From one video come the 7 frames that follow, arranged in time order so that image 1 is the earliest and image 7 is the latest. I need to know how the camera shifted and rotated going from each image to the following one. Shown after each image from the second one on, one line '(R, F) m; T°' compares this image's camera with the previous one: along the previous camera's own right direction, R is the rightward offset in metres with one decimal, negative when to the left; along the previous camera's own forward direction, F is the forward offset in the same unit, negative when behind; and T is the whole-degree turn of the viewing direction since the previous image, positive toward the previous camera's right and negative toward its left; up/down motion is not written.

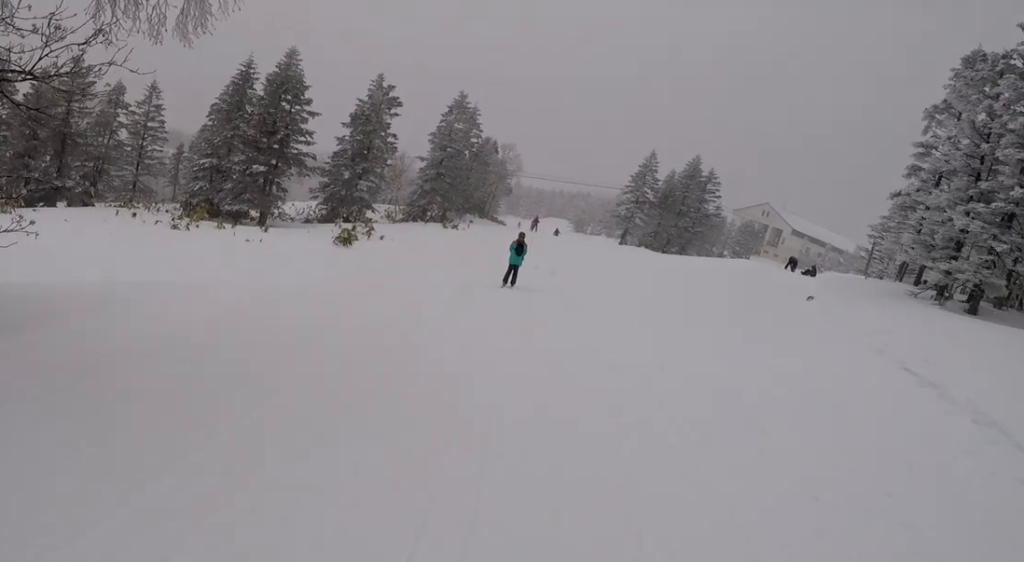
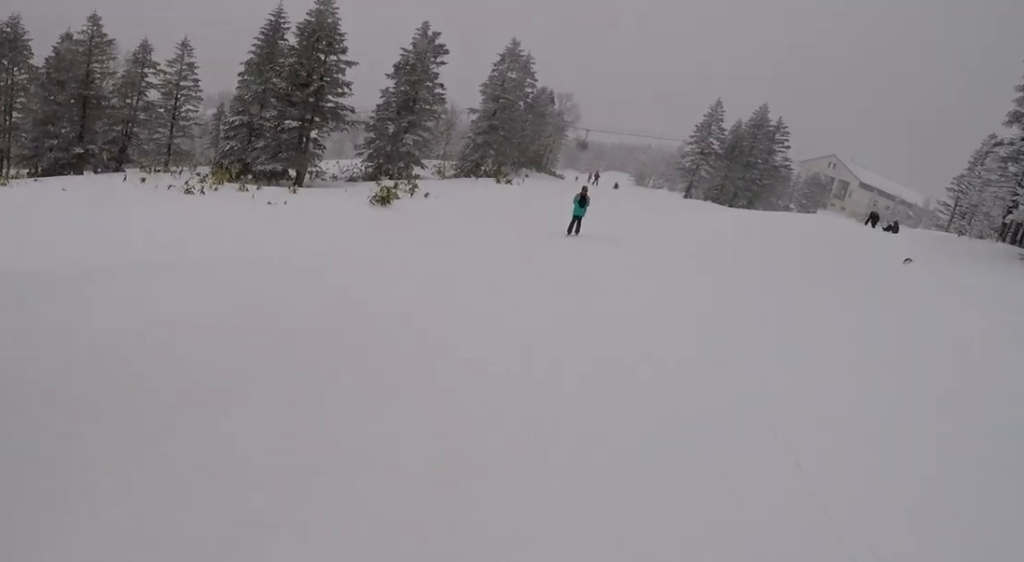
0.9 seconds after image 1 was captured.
(-0.5, +2.7) m; -3°
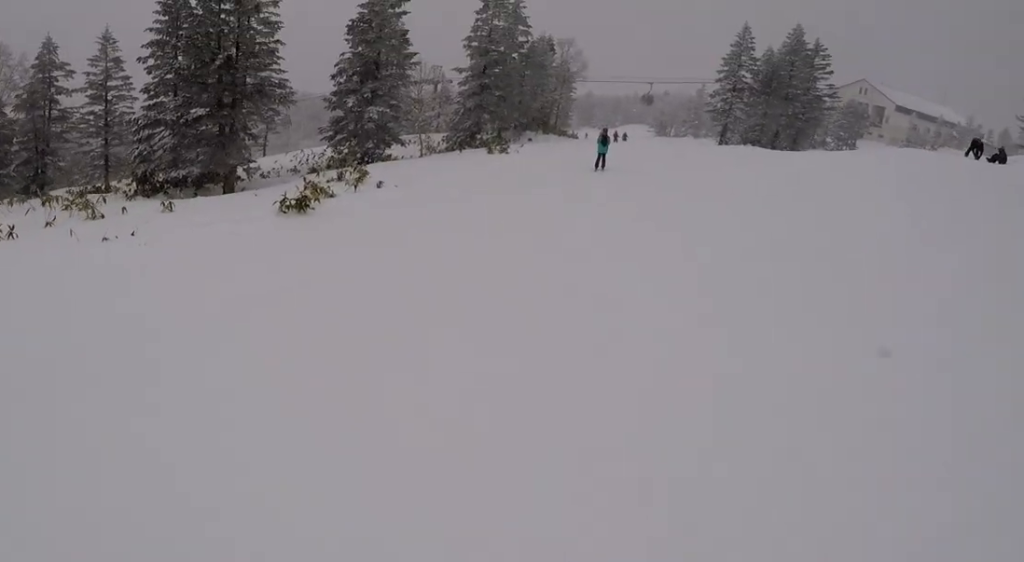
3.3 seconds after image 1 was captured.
(+2.2, +9.0) m; +4°
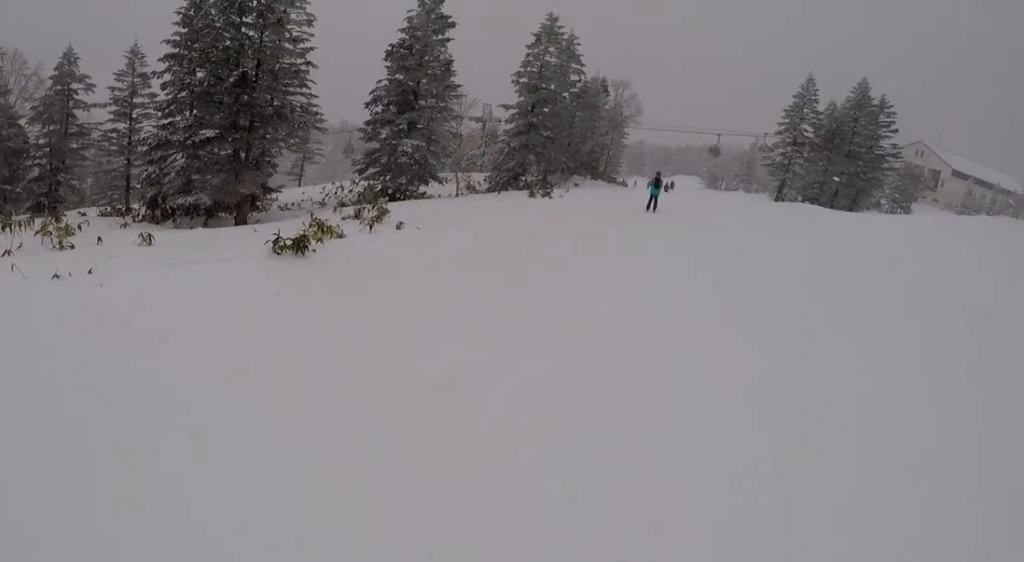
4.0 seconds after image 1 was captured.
(-0.6, +3.2) m; +4°
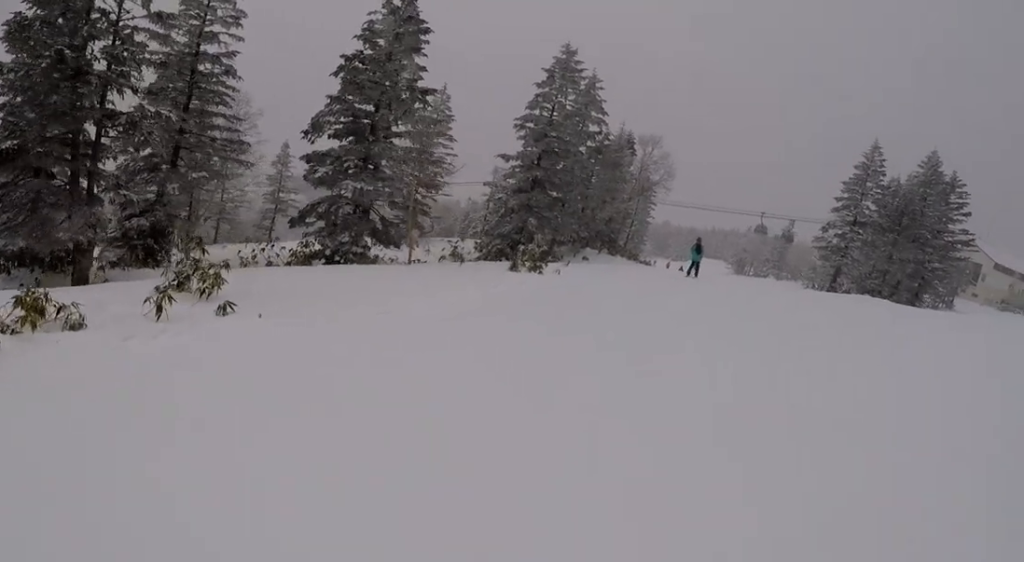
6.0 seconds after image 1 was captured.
(+2.0, +9.0) m; +4°
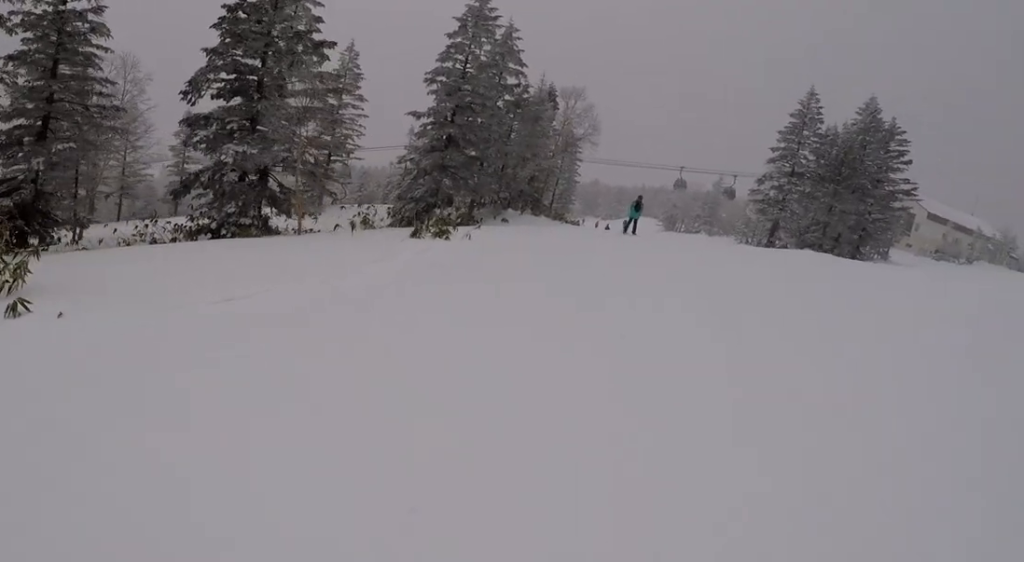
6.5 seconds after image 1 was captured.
(0.0, +2.3) m; -8°
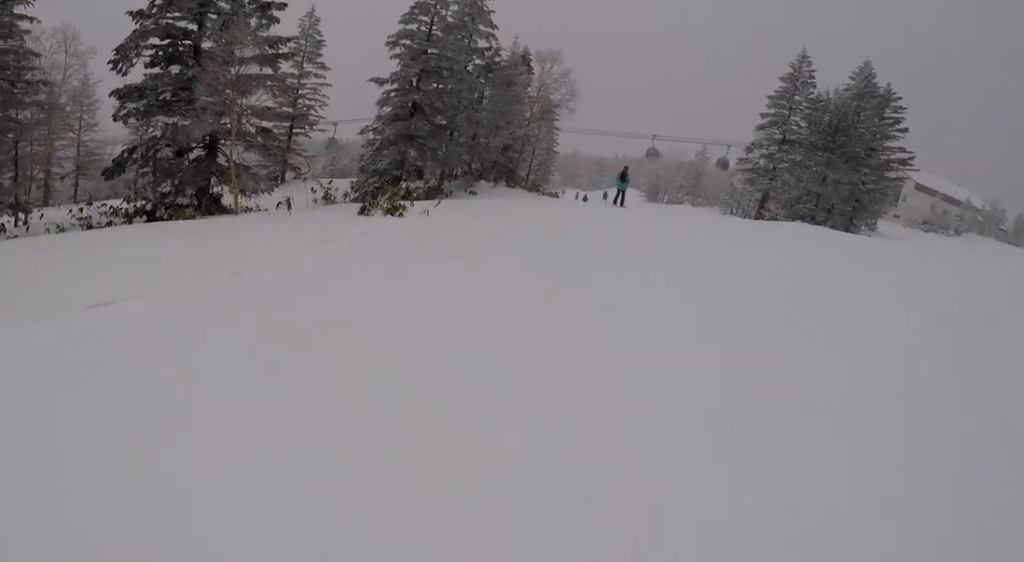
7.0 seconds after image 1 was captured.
(-0.8, +1.9) m; -1°
